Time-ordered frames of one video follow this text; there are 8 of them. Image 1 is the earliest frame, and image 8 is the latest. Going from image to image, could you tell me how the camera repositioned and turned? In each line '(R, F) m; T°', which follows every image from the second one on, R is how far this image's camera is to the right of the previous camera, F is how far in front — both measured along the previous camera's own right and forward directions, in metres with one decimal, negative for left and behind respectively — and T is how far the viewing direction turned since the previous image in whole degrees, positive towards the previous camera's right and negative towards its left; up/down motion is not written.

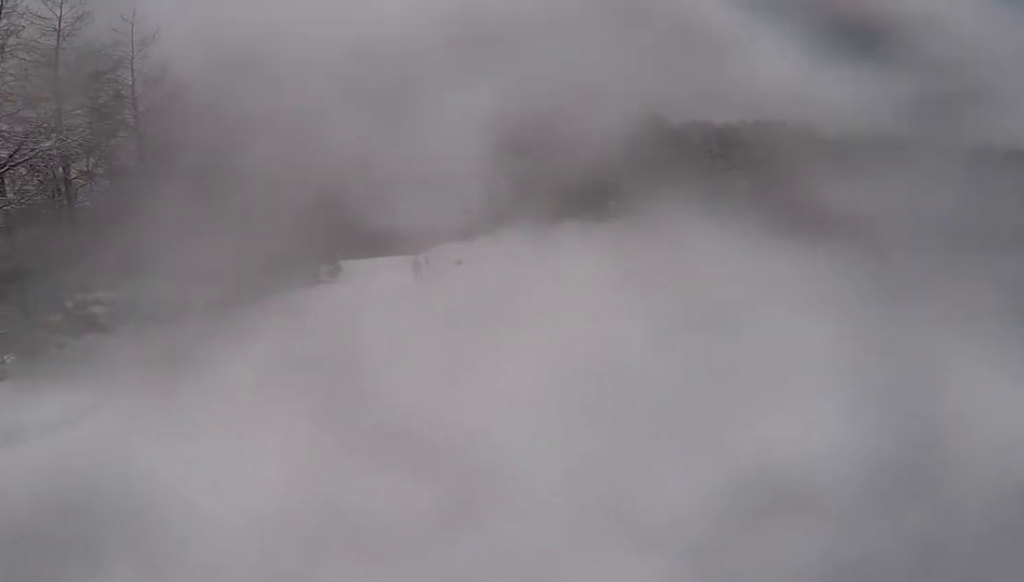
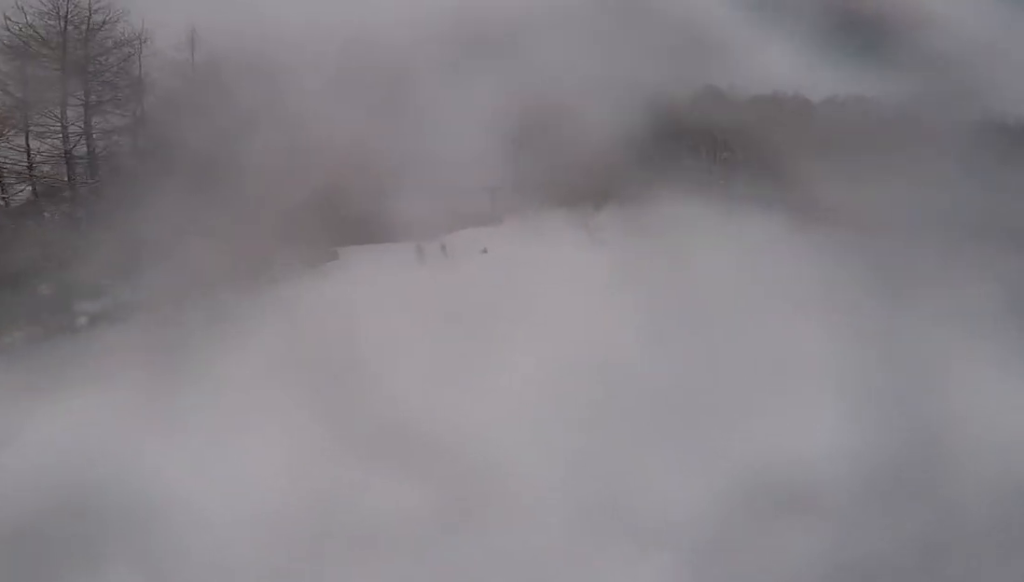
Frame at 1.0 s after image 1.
(0.0, +9.1) m; 0°
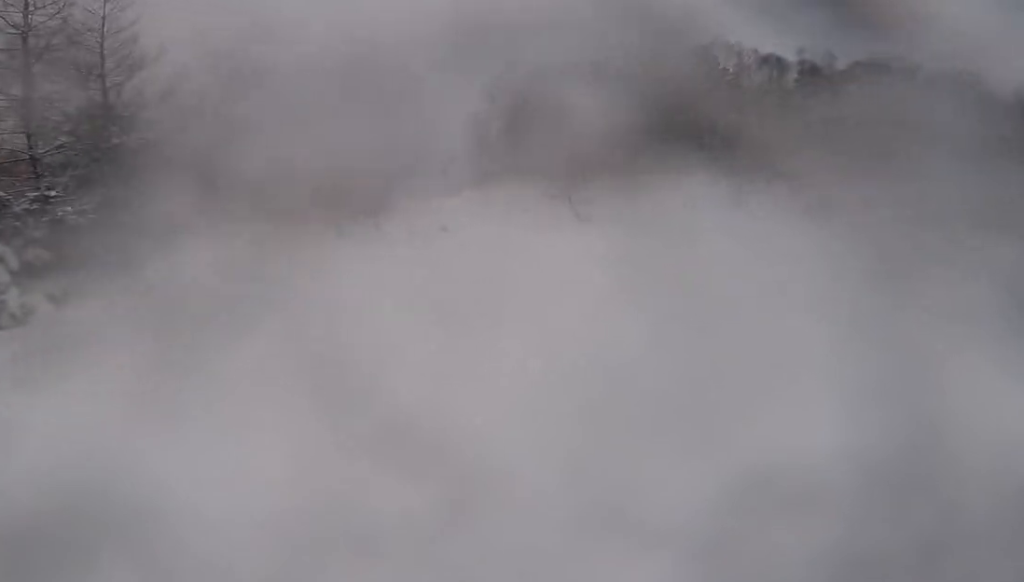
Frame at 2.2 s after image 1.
(-0.5, +11.2) m; -7°
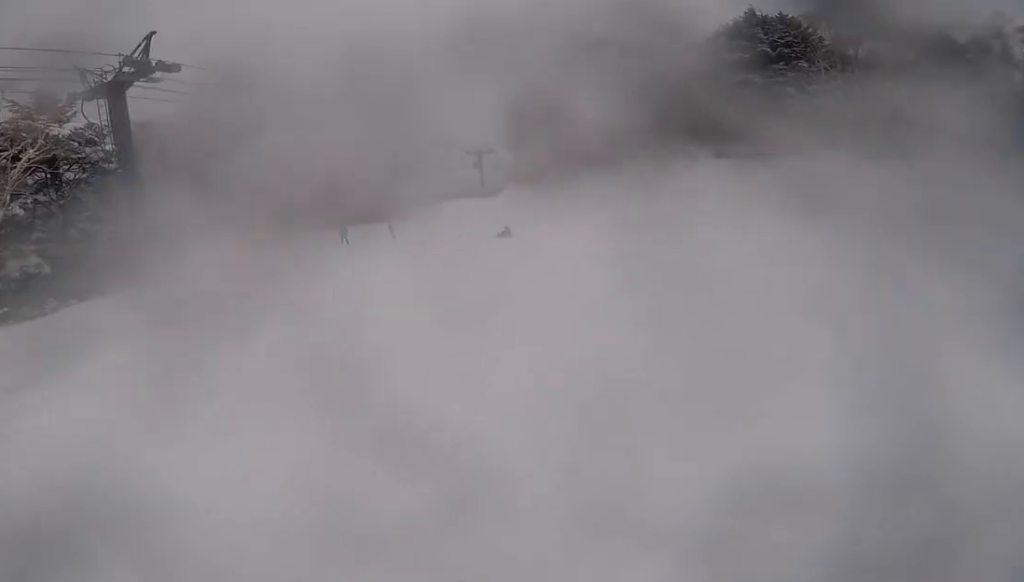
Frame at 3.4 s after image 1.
(-0.6, +10.2) m; -1°
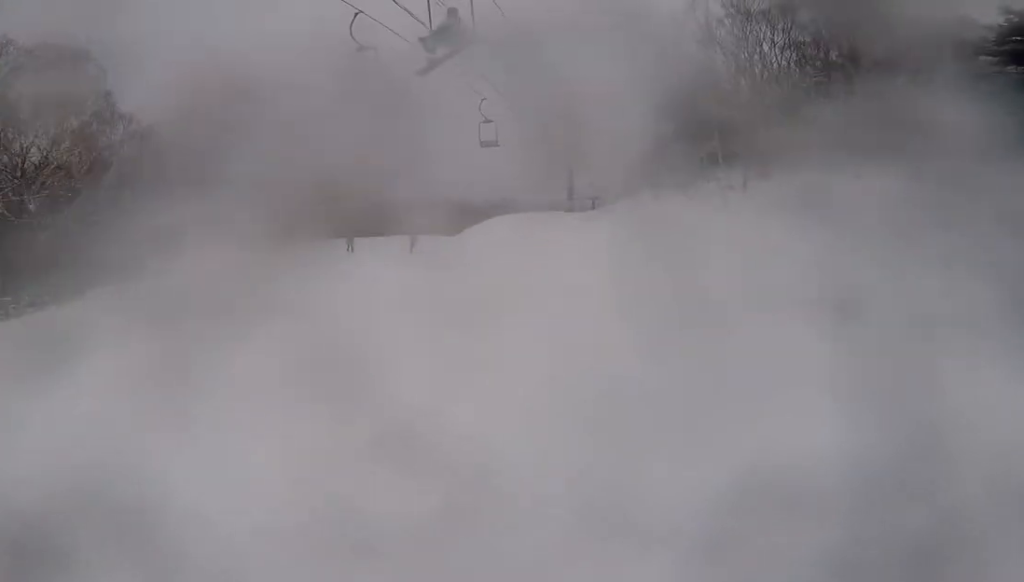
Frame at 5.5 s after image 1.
(+0.7, +17.1) m; -1°
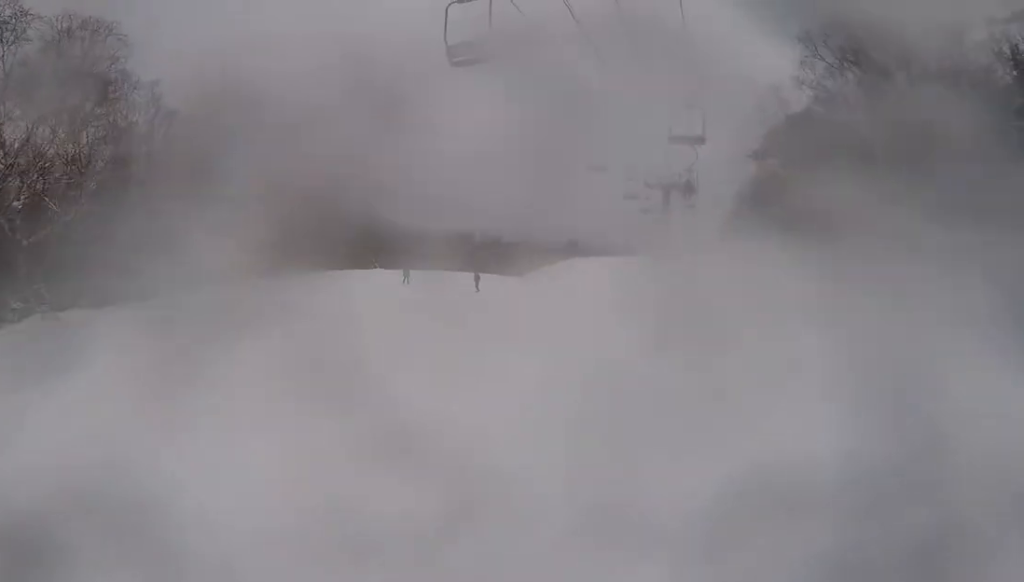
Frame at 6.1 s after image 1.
(-0.2, +5.5) m; -4°
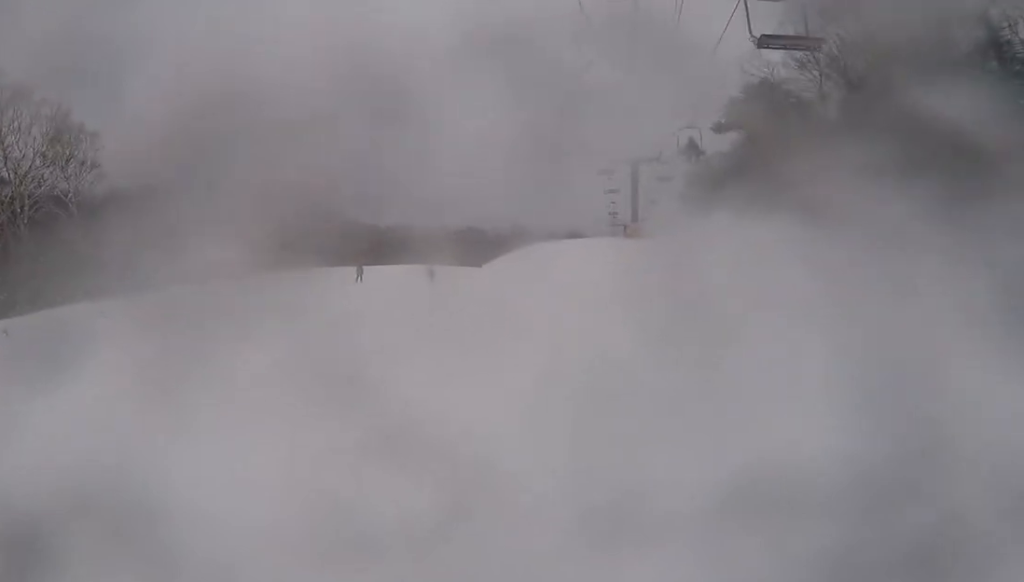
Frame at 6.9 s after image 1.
(+0.2, +5.8) m; -6°
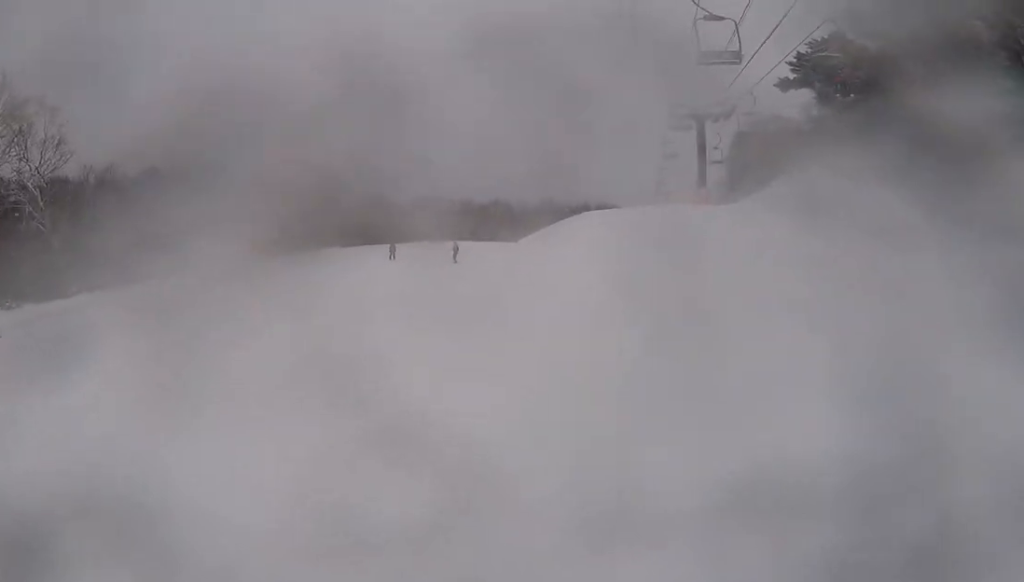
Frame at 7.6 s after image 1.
(-0.7, +4.8) m; 0°
